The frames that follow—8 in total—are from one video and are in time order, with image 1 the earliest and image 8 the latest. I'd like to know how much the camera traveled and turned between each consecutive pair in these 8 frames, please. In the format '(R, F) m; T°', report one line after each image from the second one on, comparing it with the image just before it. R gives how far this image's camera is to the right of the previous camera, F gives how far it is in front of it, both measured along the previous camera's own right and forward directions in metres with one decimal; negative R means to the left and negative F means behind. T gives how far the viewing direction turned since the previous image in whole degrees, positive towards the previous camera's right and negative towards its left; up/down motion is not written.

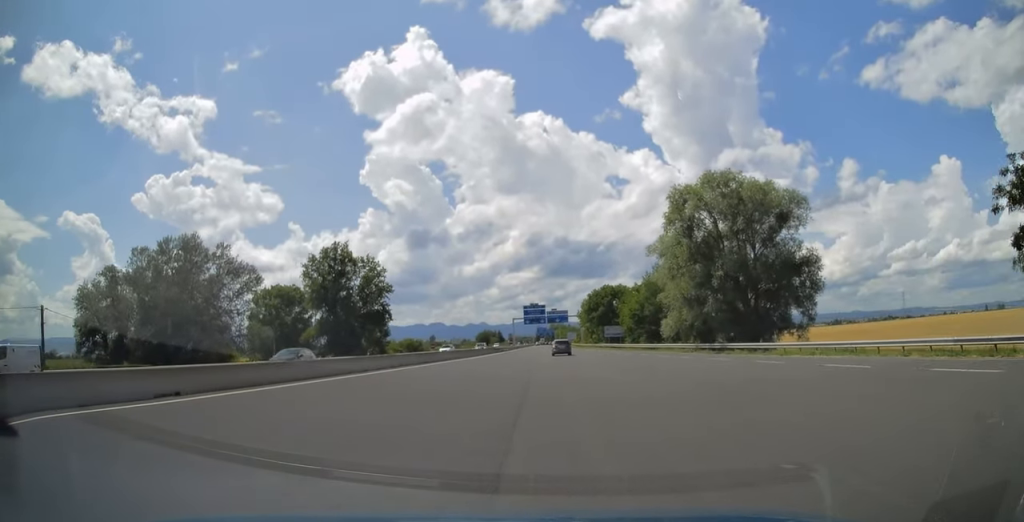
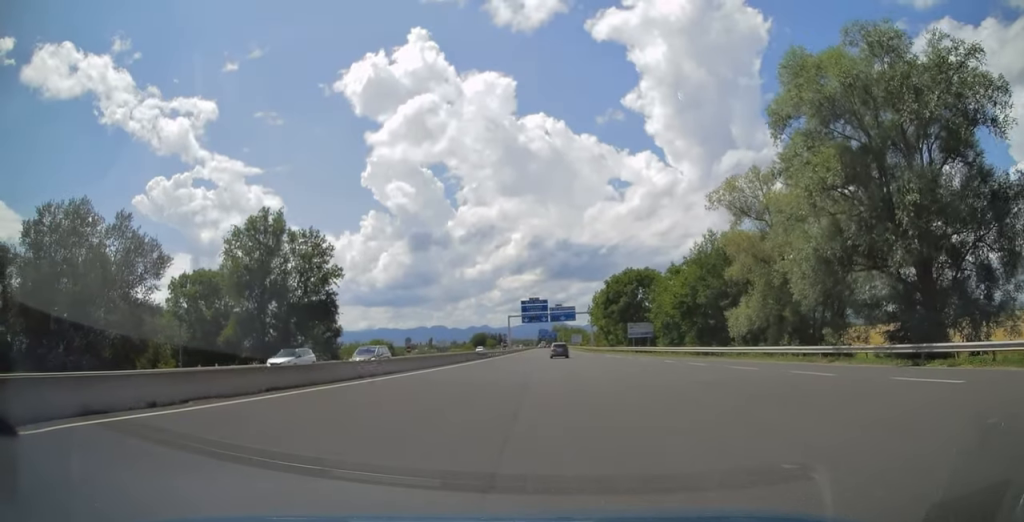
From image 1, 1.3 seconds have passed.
(-0.4, +26.0) m; -1°
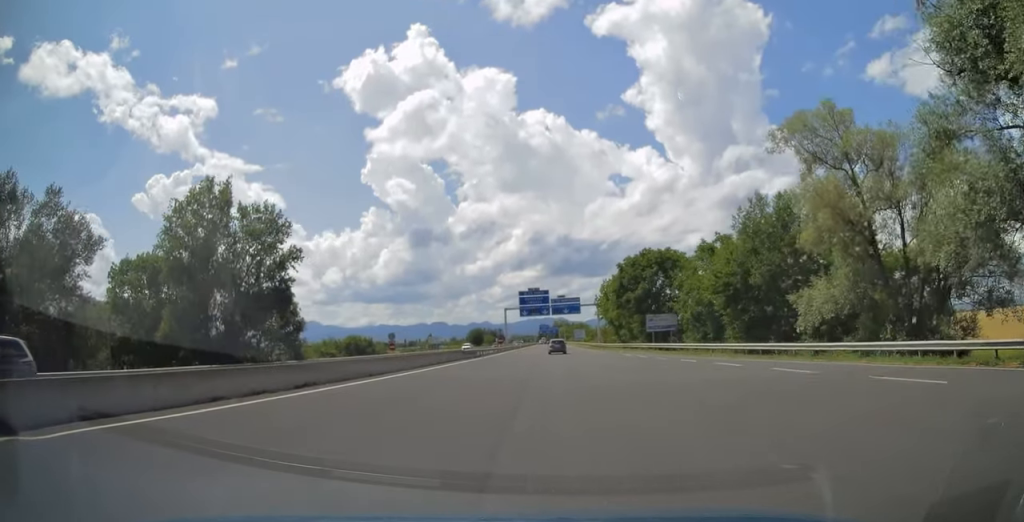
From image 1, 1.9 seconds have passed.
(0.0, +13.1) m; 0°
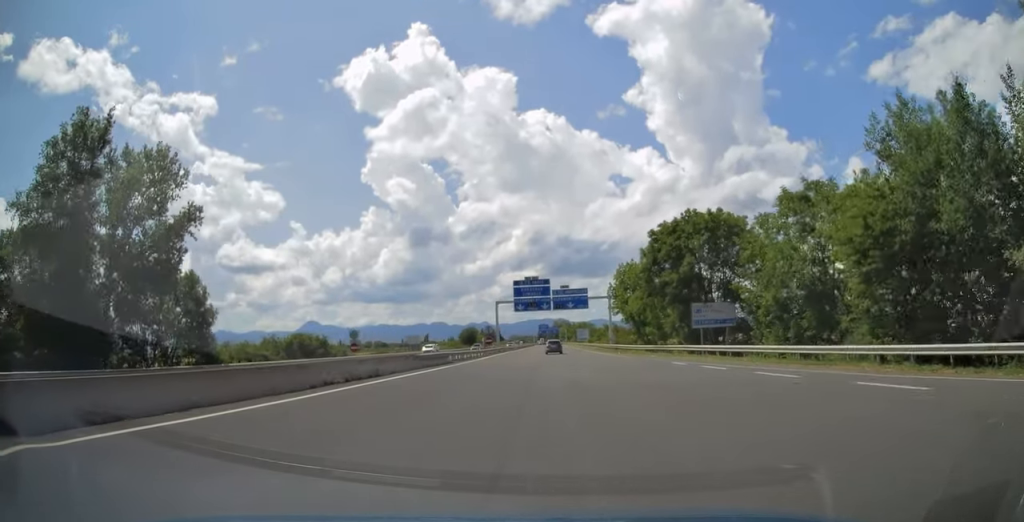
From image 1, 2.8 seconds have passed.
(0.0, +19.6) m; 0°
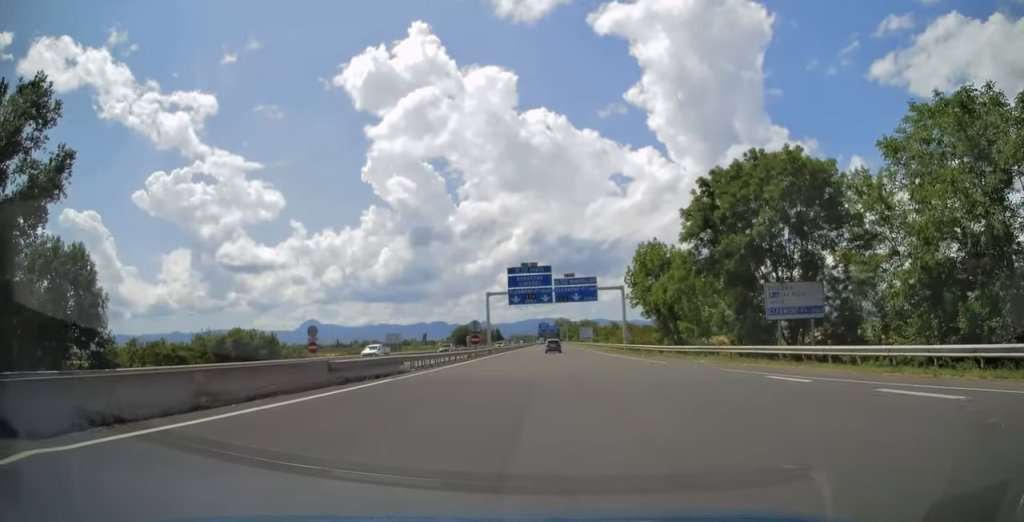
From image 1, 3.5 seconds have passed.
(0.0, +14.6) m; 0°
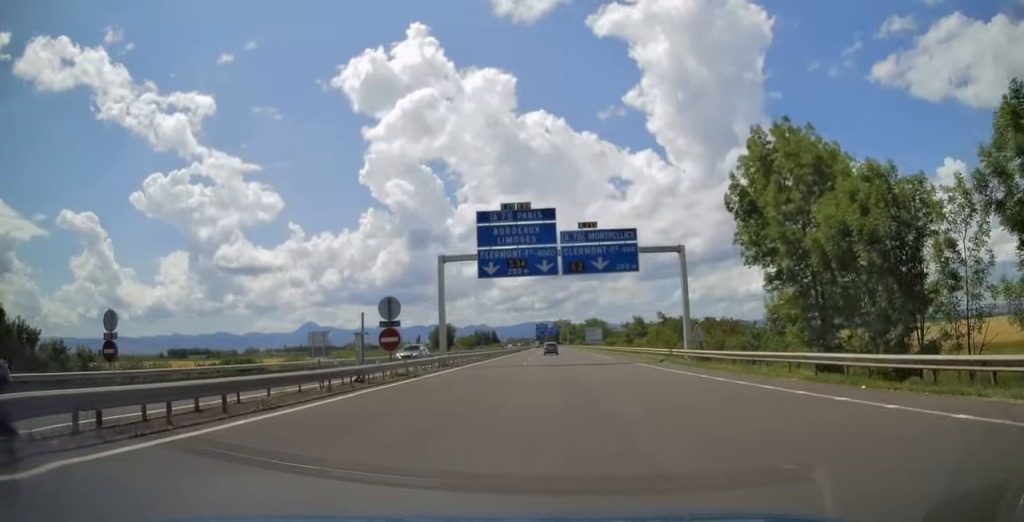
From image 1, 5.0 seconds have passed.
(+0.5, +32.6) m; +1°
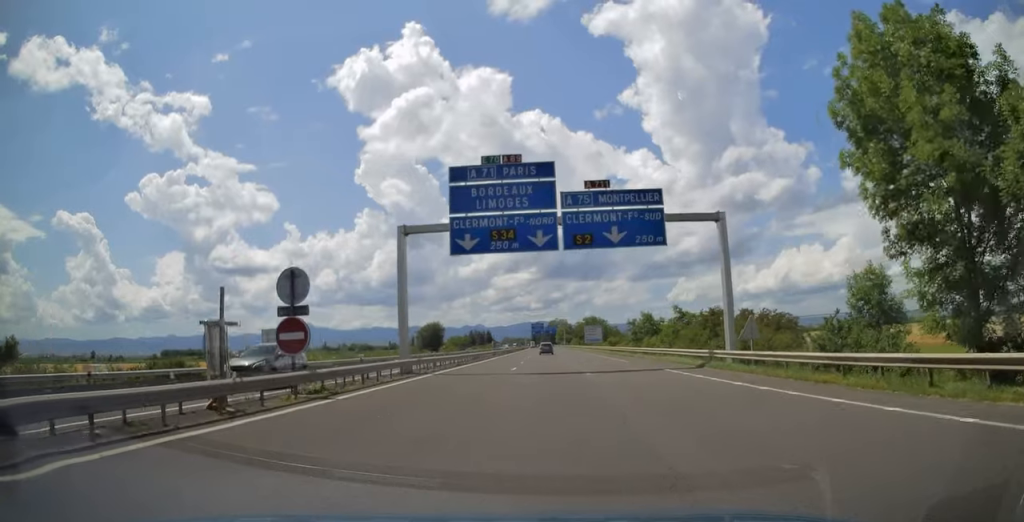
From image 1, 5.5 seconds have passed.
(0.0, +10.4) m; 0°
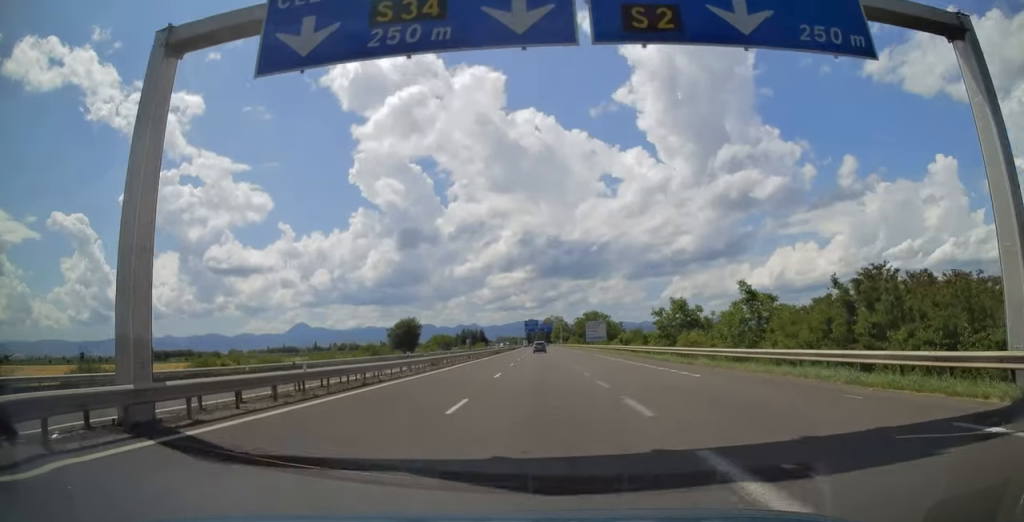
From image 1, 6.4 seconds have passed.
(-0.4, +20.9) m; 0°
